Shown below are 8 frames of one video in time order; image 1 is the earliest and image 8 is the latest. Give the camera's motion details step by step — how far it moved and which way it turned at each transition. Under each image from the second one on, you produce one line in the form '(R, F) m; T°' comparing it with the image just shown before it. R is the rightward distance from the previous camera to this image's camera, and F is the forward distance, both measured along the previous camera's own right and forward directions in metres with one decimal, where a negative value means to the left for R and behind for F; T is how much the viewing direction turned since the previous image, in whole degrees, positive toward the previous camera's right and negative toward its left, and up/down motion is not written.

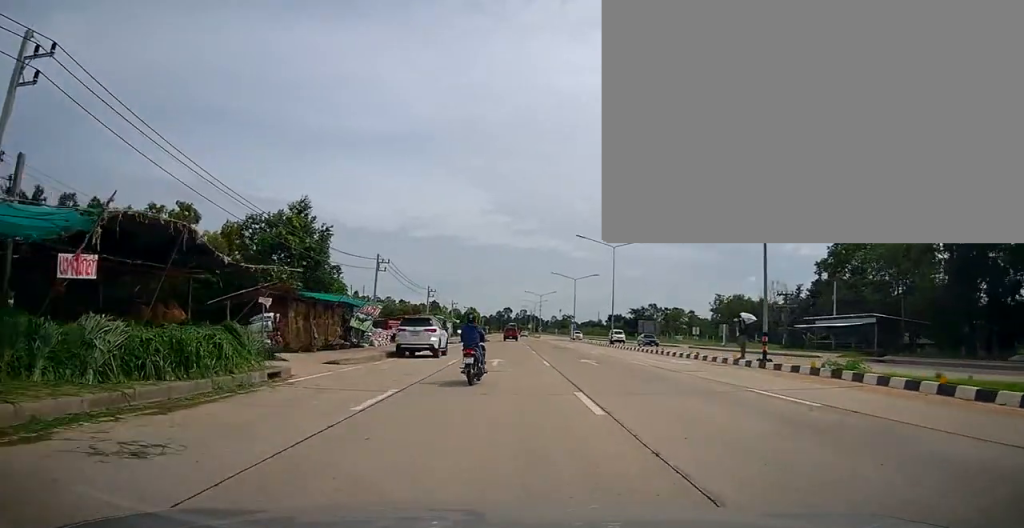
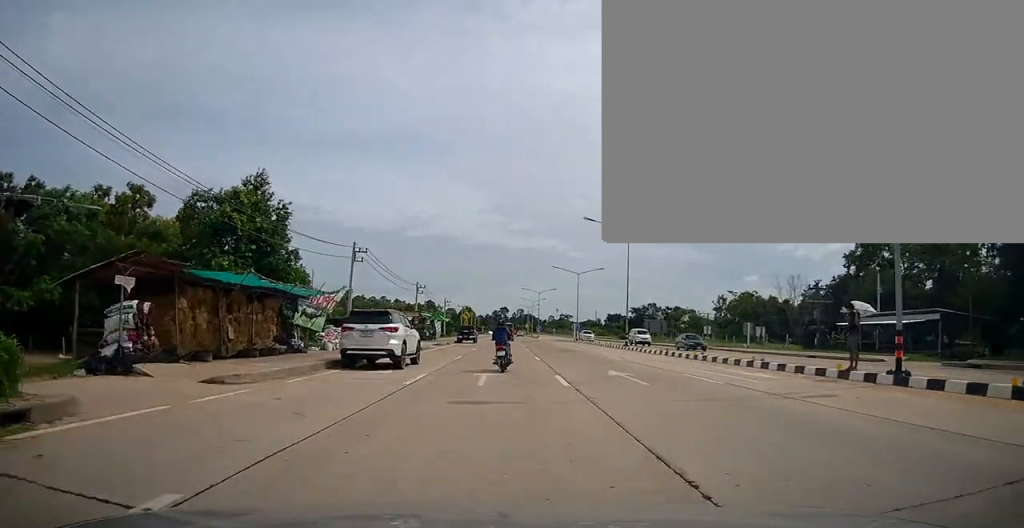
(+0.2, +7.6) m; -1°
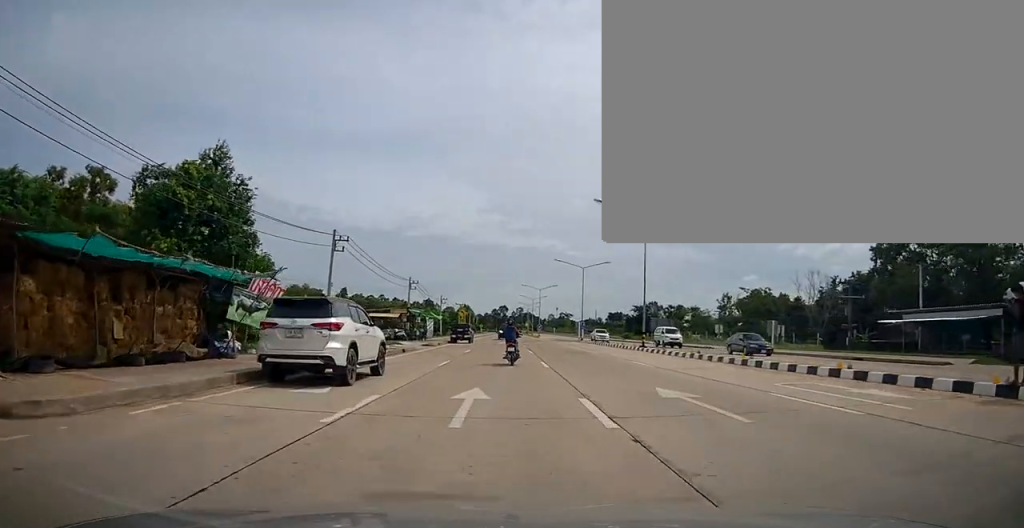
(-0.3, +5.6) m; -2°
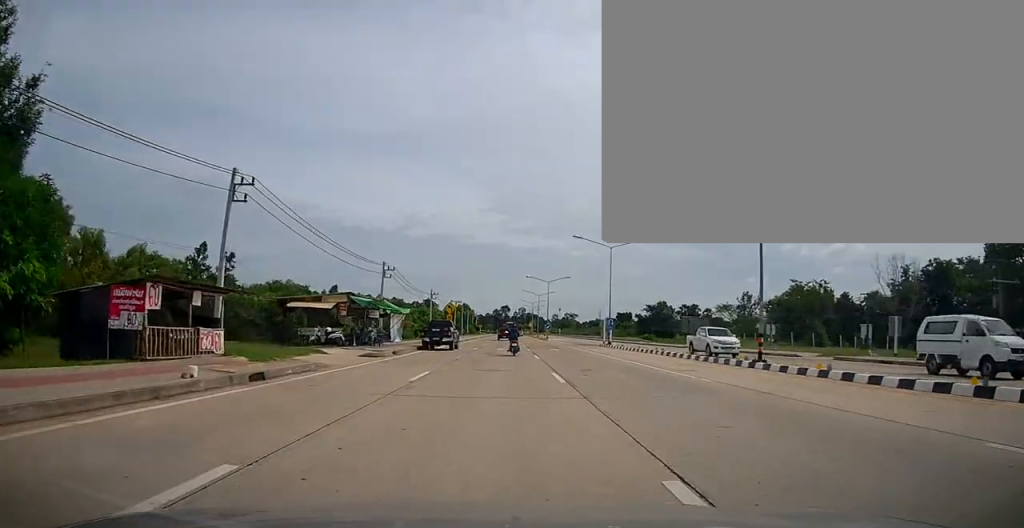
(-0.2, +17.6) m; +3°
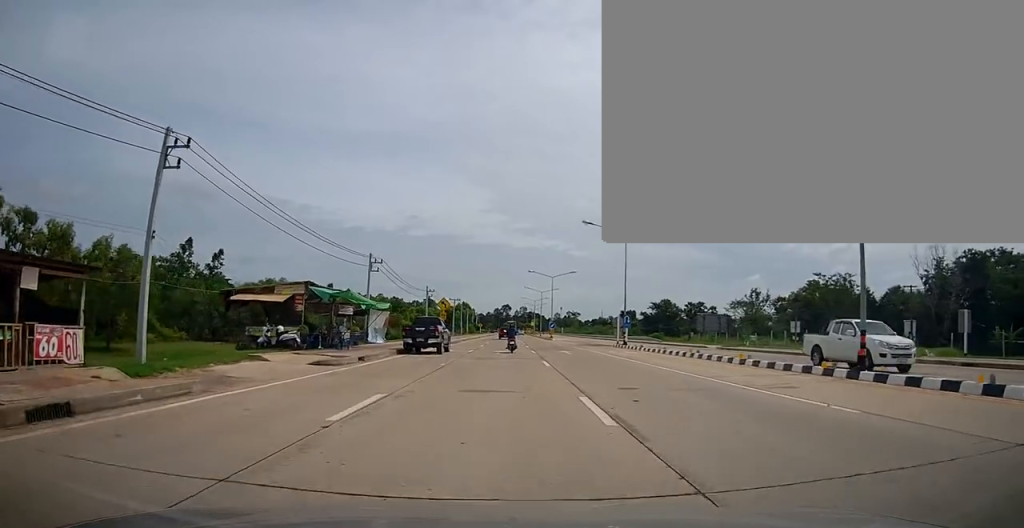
(+0.4, +6.3) m; 0°
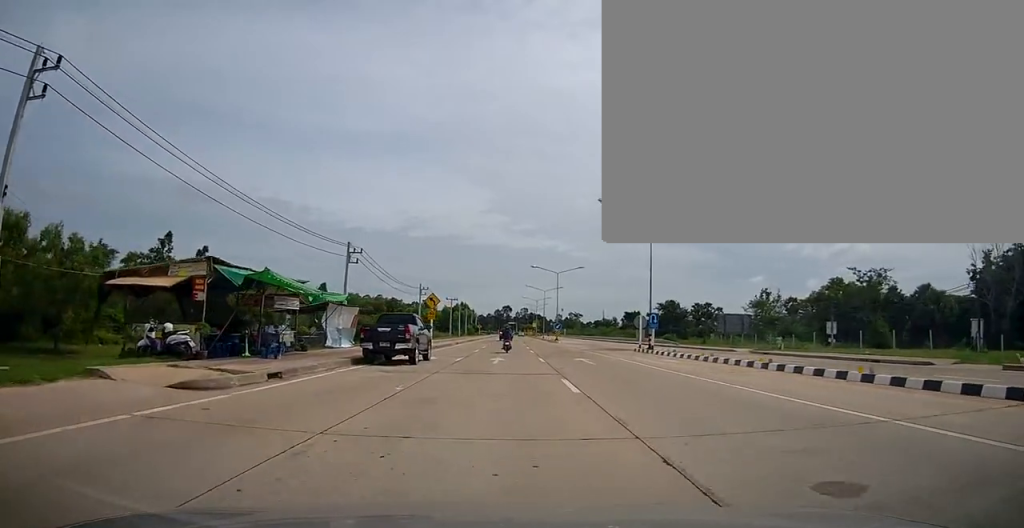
(+0.1, +7.9) m; -1°
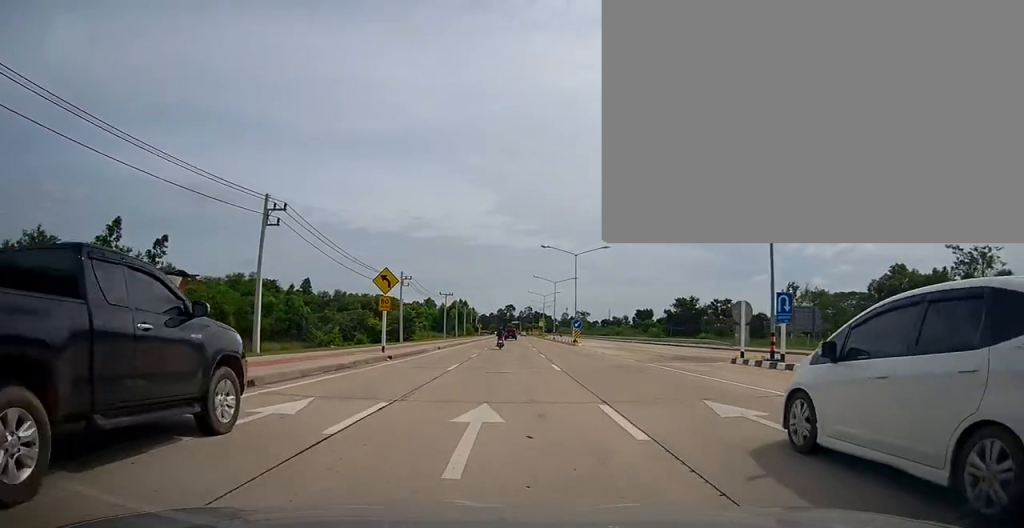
(-0.8, +17.2) m; -3°
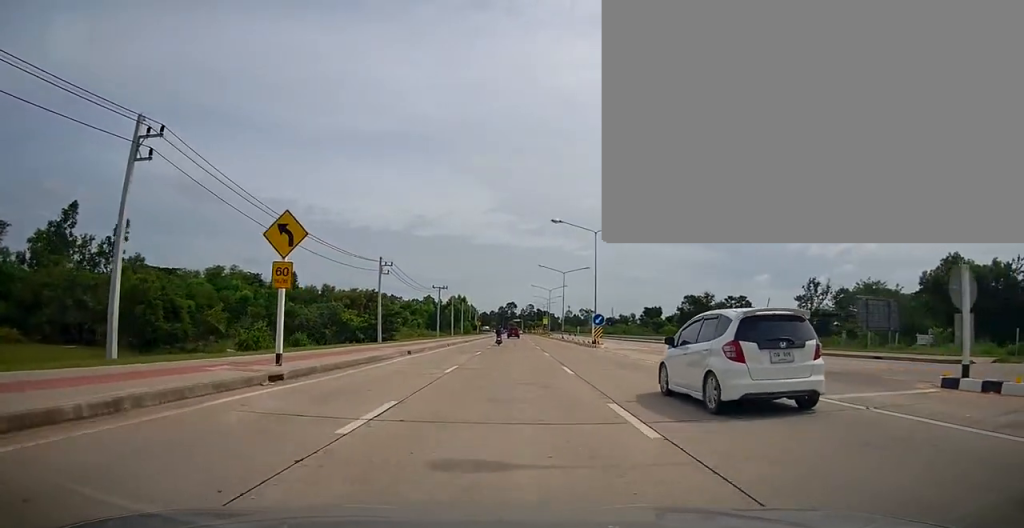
(0.0, +12.0) m; +3°
